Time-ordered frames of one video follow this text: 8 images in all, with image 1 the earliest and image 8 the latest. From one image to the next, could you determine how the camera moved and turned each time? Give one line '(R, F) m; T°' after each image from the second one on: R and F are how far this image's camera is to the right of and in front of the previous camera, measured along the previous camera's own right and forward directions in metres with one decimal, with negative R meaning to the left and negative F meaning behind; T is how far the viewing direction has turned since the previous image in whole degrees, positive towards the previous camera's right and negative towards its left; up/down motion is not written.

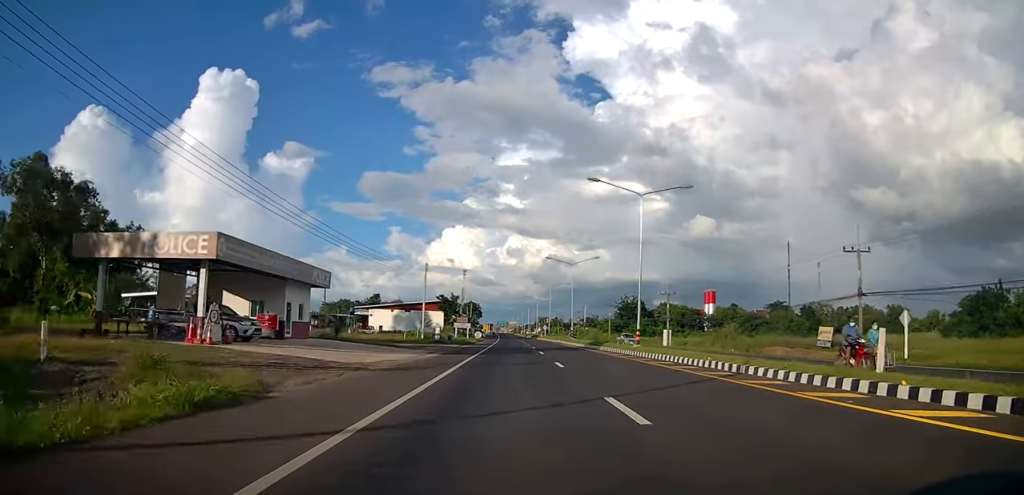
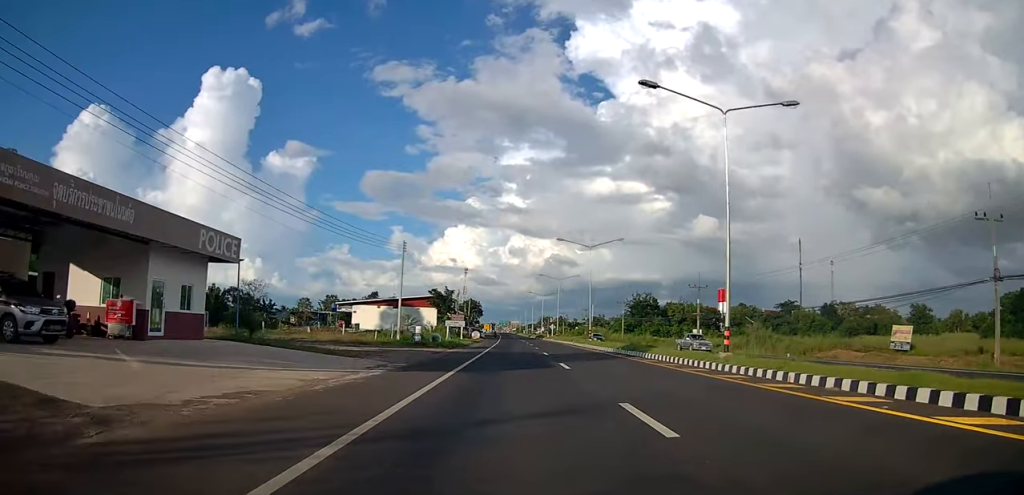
(-0.2, +13.1) m; -1°
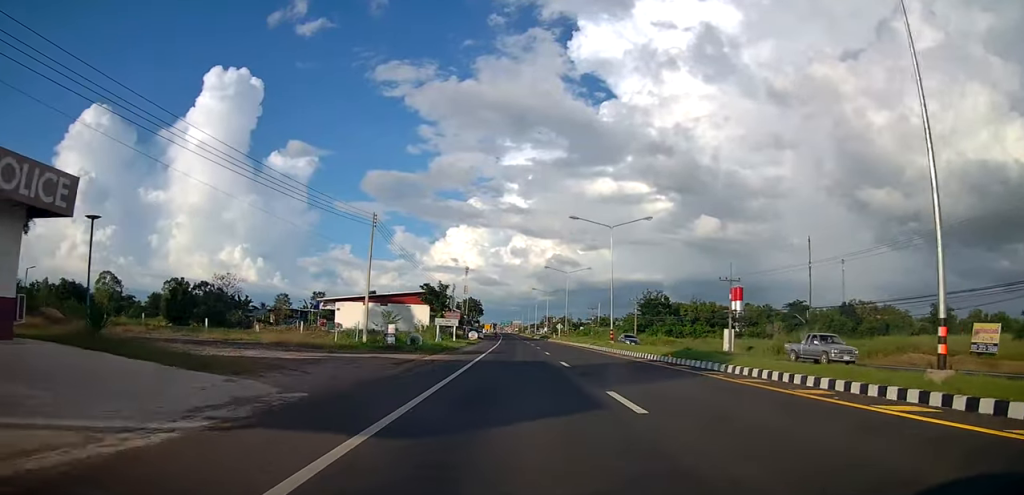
(0.0, +10.4) m; 0°
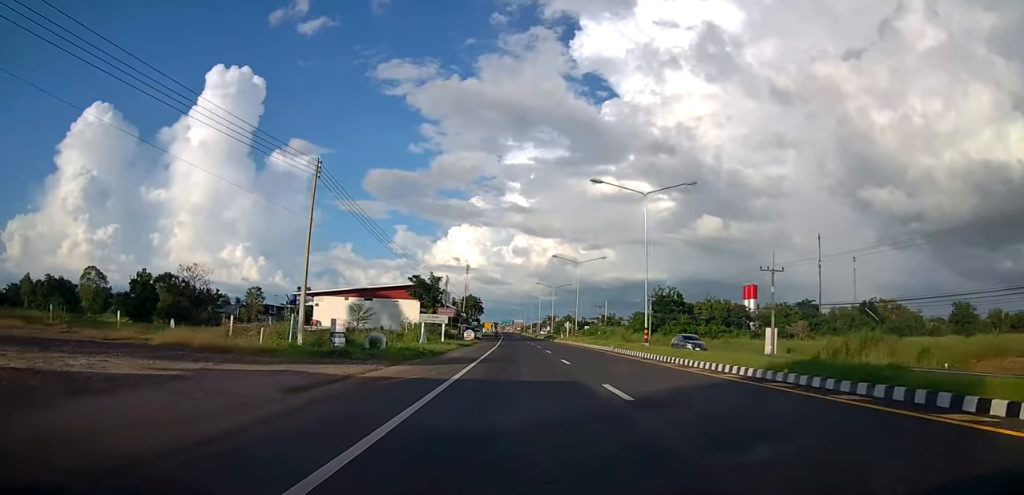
(0.0, +10.4) m; 0°
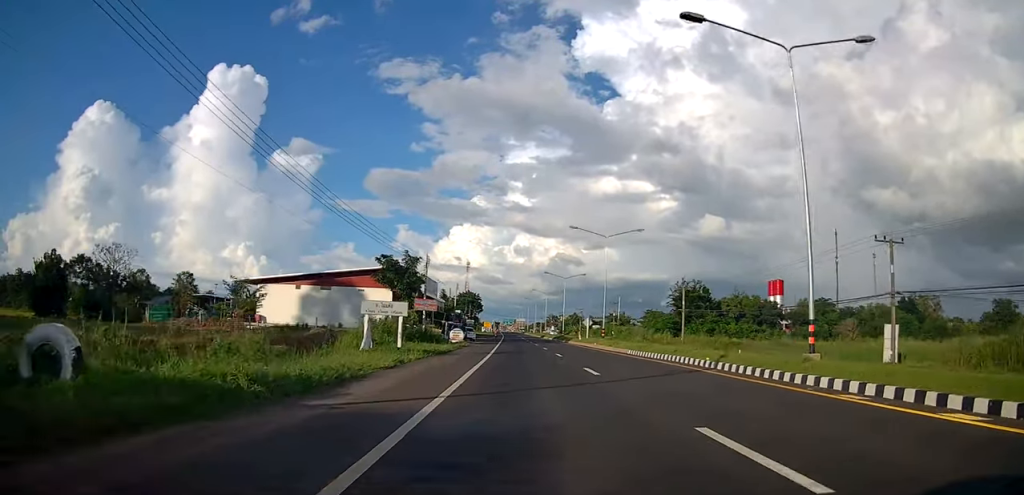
(0.0, +18.2) m; 0°
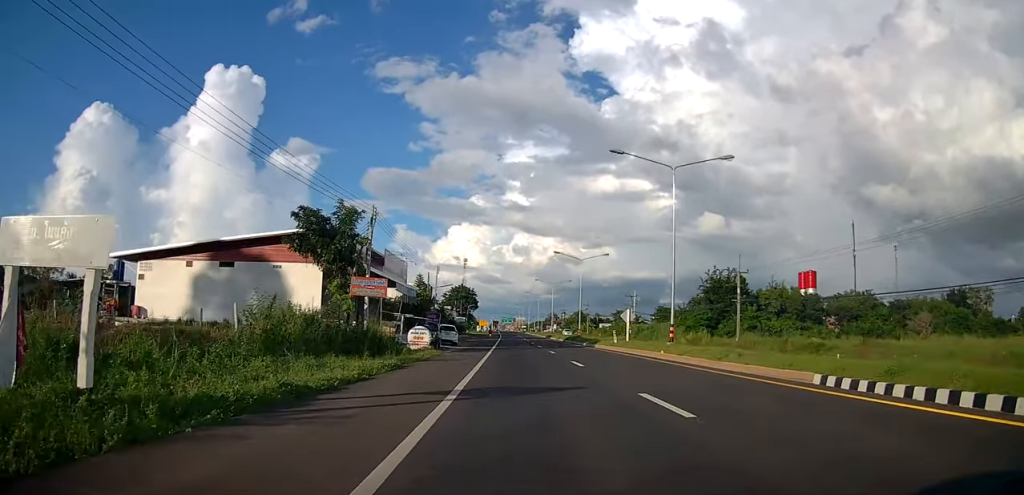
(-0.1, +20.5) m; 0°
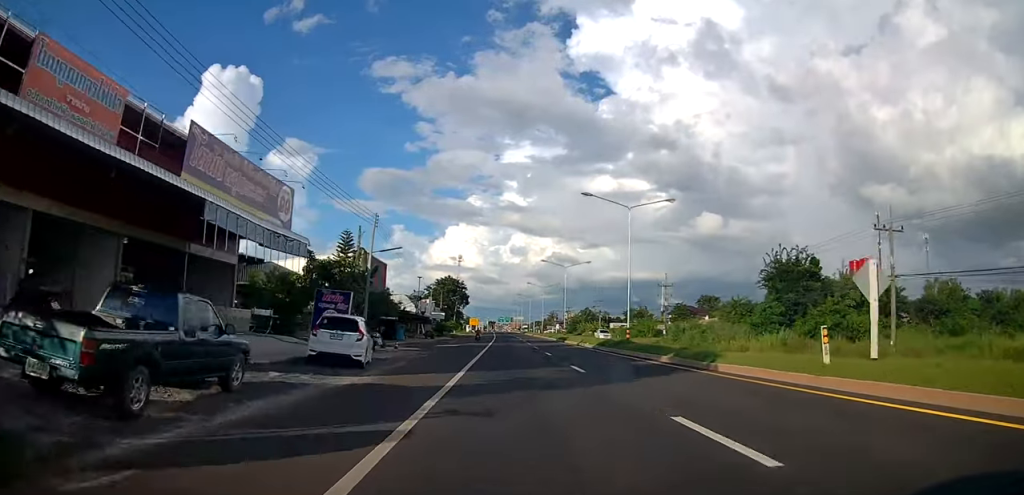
(+0.1, +27.0) m; 0°
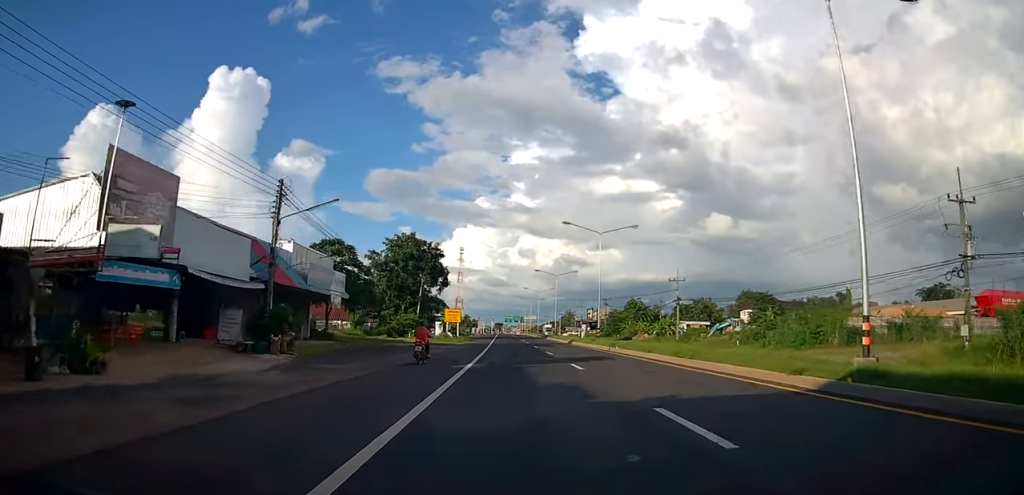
(-0.2, +60.1) m; 0°
